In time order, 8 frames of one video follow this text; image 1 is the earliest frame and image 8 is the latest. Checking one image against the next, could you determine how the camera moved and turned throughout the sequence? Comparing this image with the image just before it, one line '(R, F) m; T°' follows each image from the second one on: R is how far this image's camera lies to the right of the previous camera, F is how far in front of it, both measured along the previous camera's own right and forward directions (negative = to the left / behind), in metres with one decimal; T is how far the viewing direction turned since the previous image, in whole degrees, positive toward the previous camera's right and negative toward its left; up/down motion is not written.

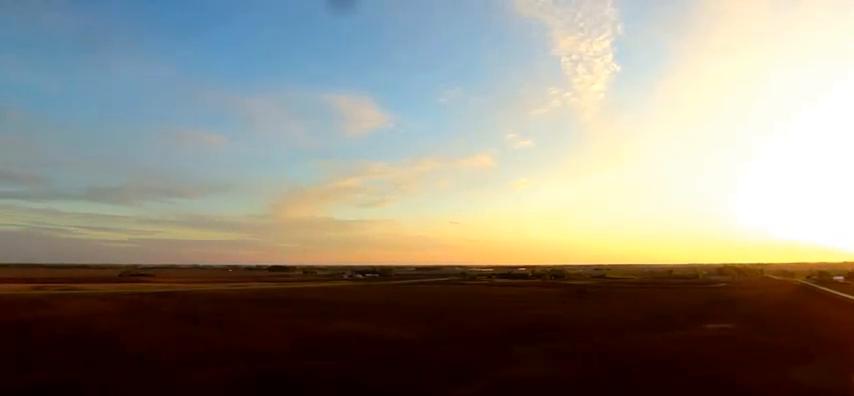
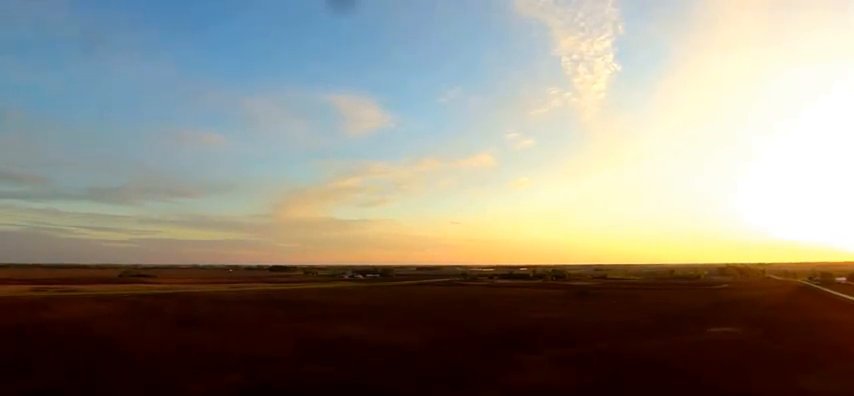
(0.0, +3.8) m; +1°
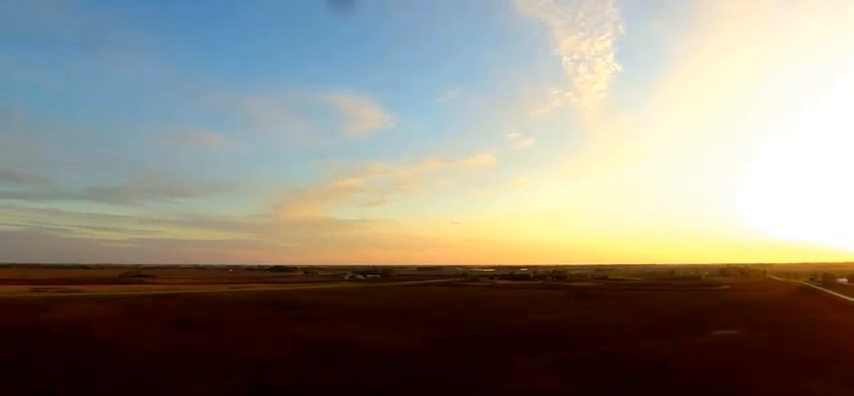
(0.0, +2.7) m; +1°
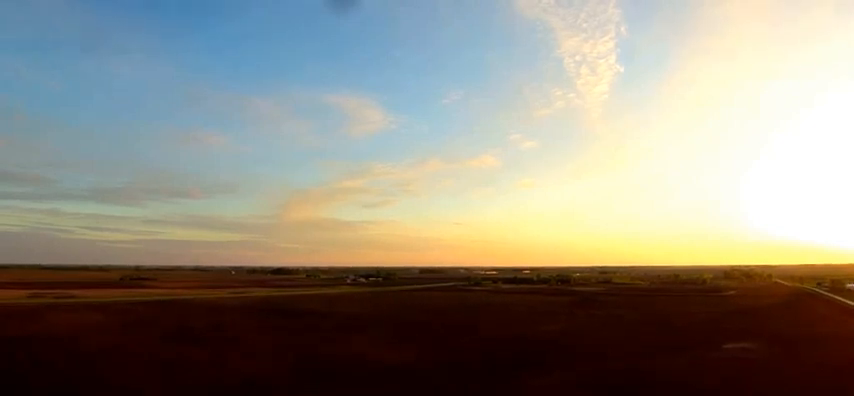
(+0.4, +13.7) m; +2°
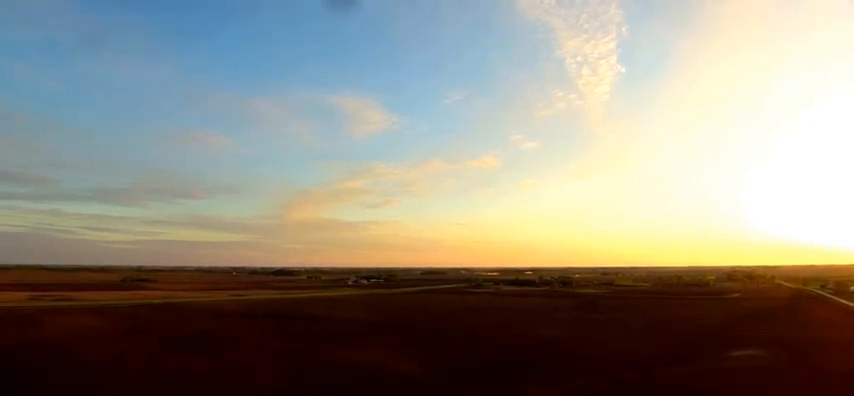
(0.0, +8.3) m; 0°
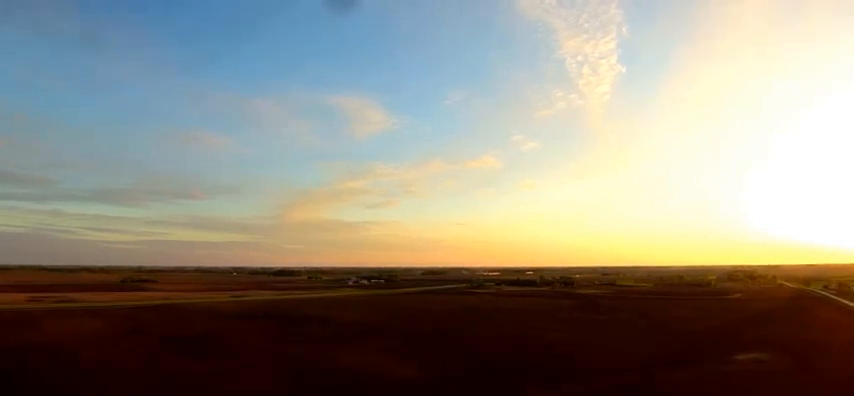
(0.0, +5.1) m; 0°
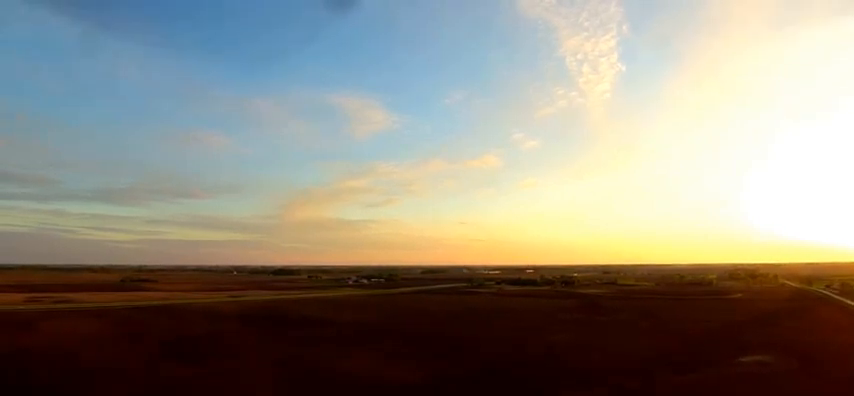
(0.0, +7.1) m; 0°
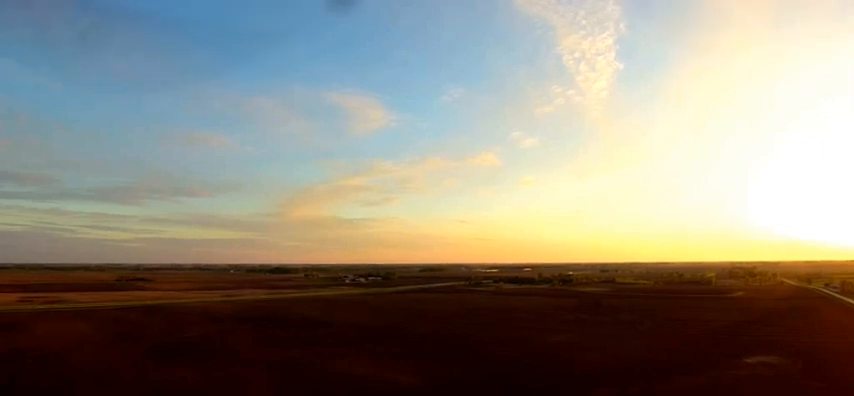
(0.0, +7.7) m; 0°
